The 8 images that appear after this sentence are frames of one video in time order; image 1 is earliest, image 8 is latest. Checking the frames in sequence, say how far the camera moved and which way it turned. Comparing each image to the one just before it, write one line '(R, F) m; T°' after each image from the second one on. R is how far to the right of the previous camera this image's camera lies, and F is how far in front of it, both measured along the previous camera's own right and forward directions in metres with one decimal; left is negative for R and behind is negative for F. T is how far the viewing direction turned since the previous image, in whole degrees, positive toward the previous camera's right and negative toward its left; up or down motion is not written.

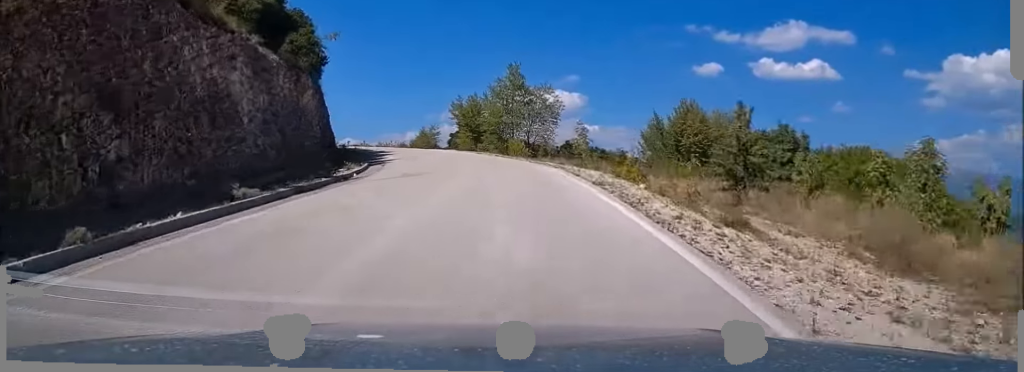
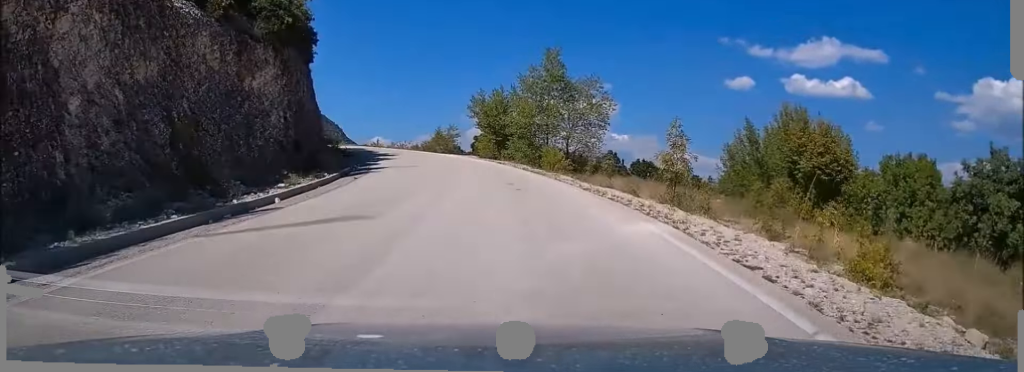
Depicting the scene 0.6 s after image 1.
(-0.1, +13.1) m; -2°
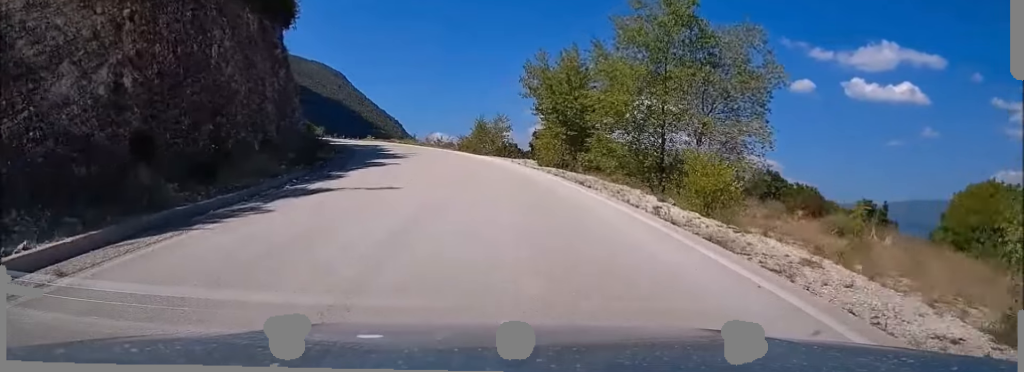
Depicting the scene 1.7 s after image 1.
(-0.9, +21.5) m; -6°
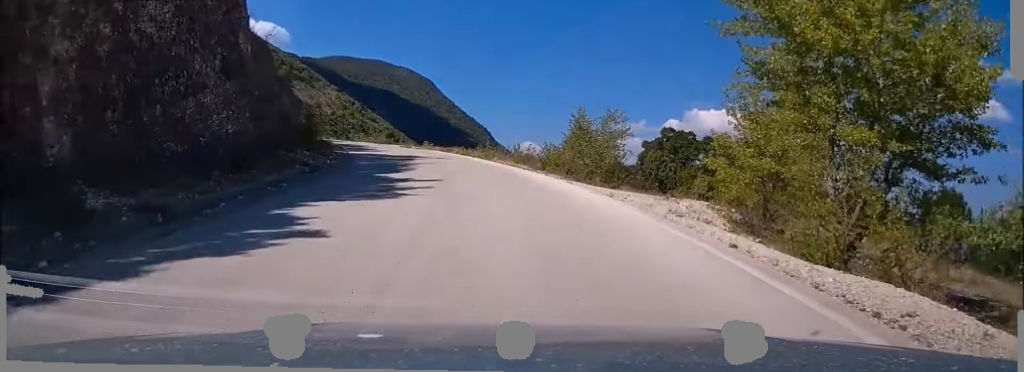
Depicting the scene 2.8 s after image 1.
(-1.3, +20.4) m; -8°
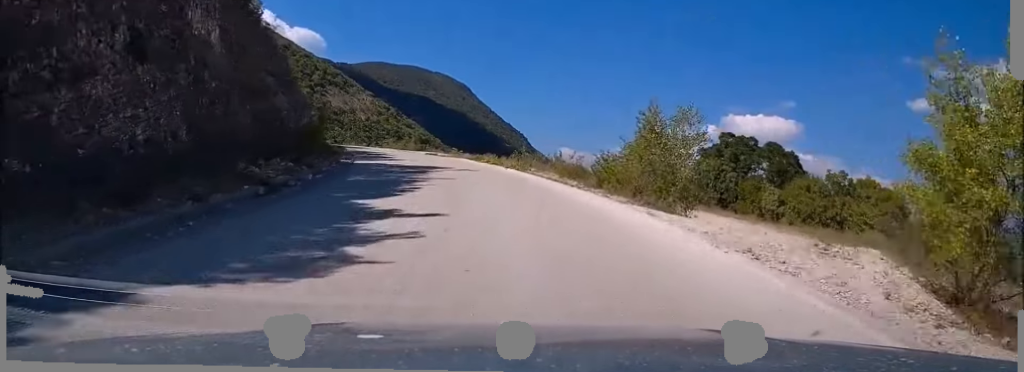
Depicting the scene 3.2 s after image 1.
(-0.3, +7.5) m; -3°
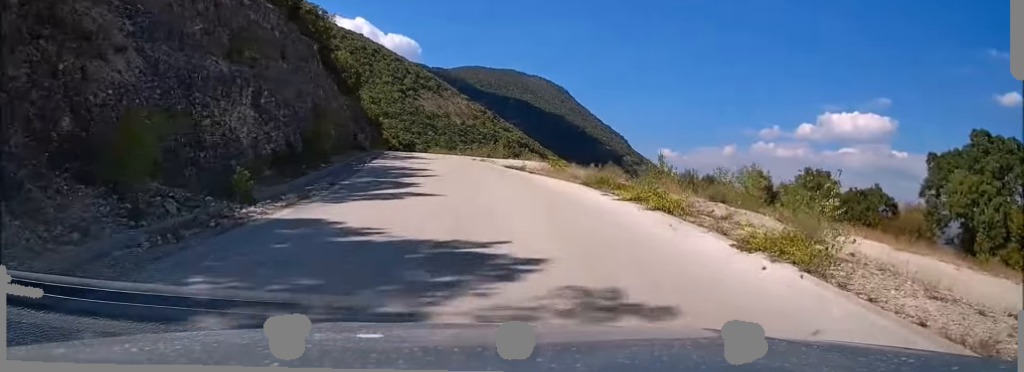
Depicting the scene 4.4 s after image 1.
(-1.8, +22.3) m; -9°
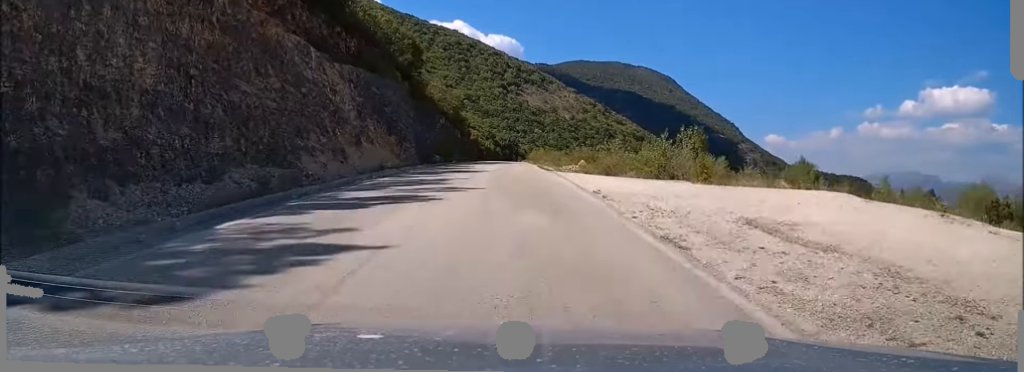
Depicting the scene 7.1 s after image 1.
(-5.4, +51.4) m; -9°
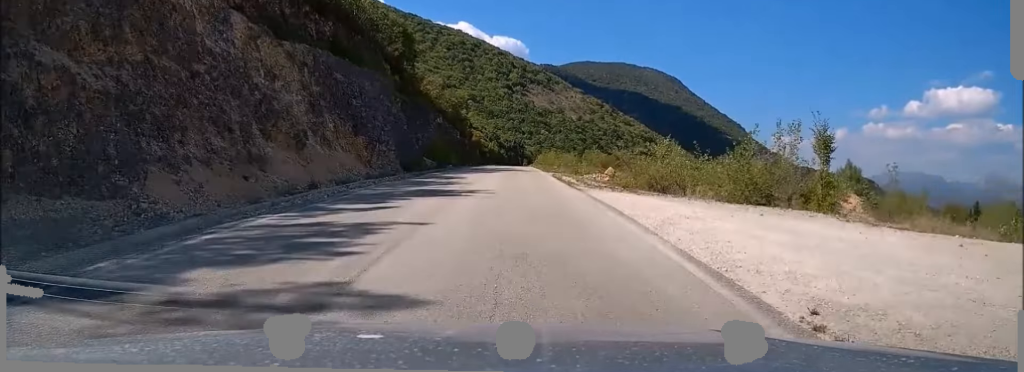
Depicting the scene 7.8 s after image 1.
(-0.1, +13.2) m; 0°
